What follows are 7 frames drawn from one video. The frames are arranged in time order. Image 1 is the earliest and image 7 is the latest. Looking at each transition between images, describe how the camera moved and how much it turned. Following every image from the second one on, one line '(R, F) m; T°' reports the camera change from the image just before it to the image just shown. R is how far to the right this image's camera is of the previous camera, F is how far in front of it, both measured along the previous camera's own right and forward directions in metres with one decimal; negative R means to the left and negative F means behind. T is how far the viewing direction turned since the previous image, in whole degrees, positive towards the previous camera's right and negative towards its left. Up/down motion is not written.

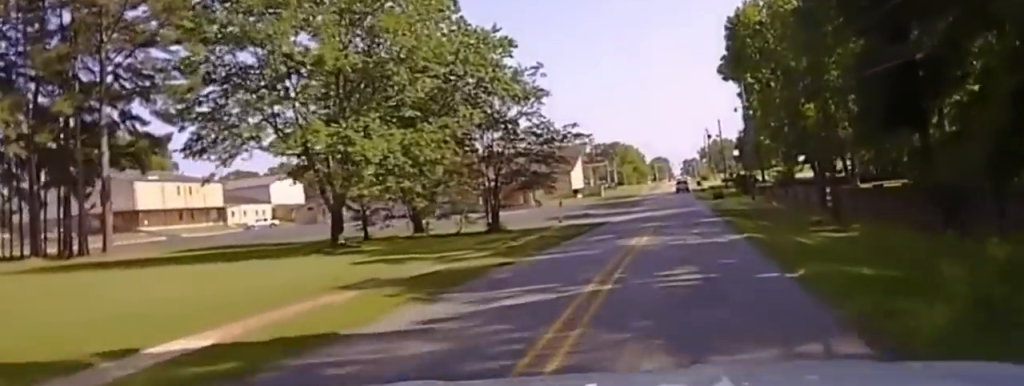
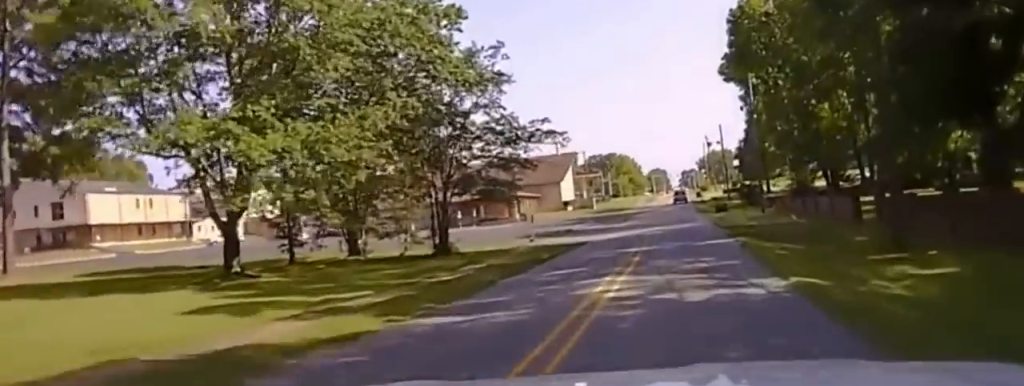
(0.0, +11.0) m; 0°
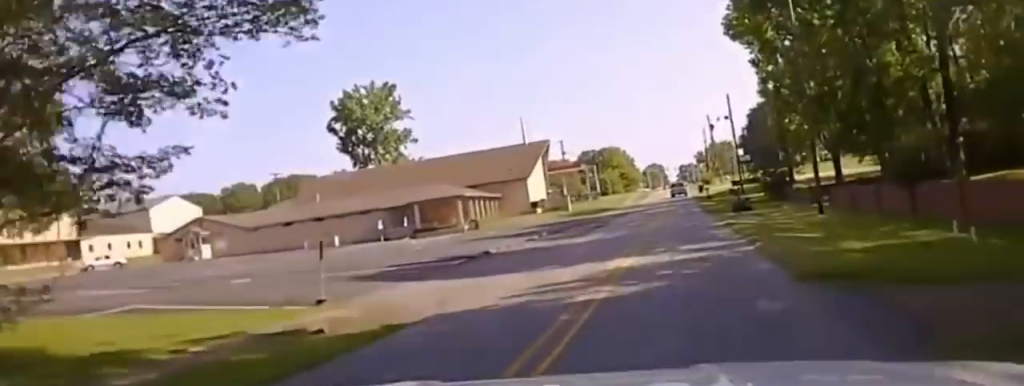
(0.0, +29.3) m; 0°
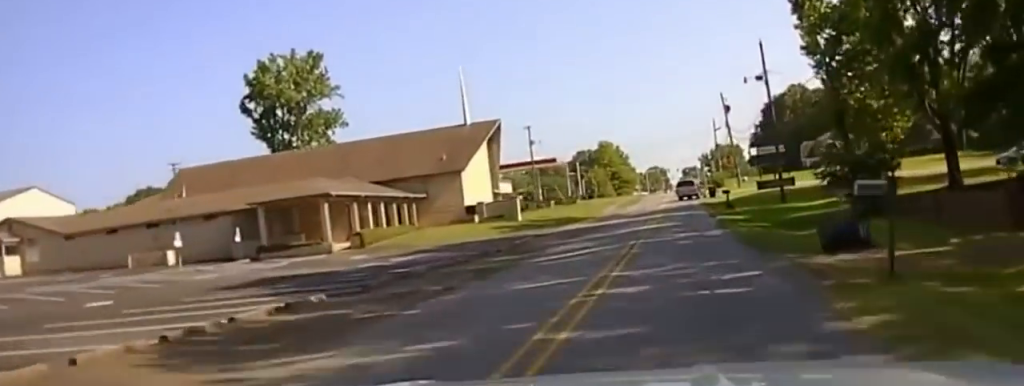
(0.0, +35.1) m; 0°
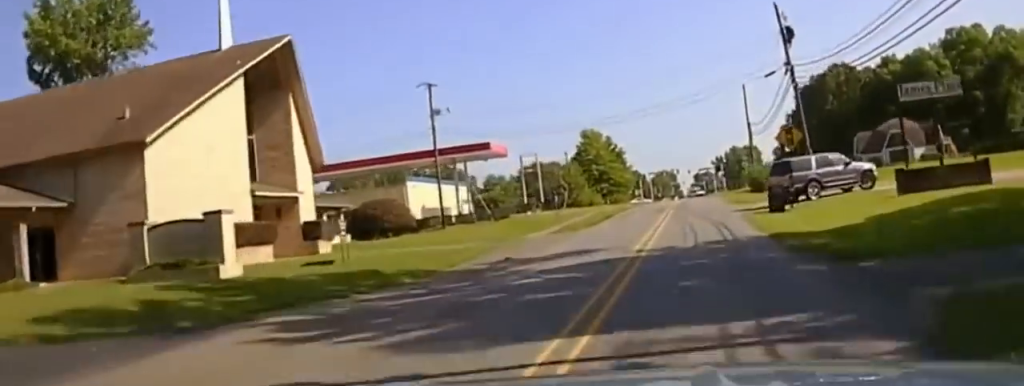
(0.0, +45.3) m; 0°
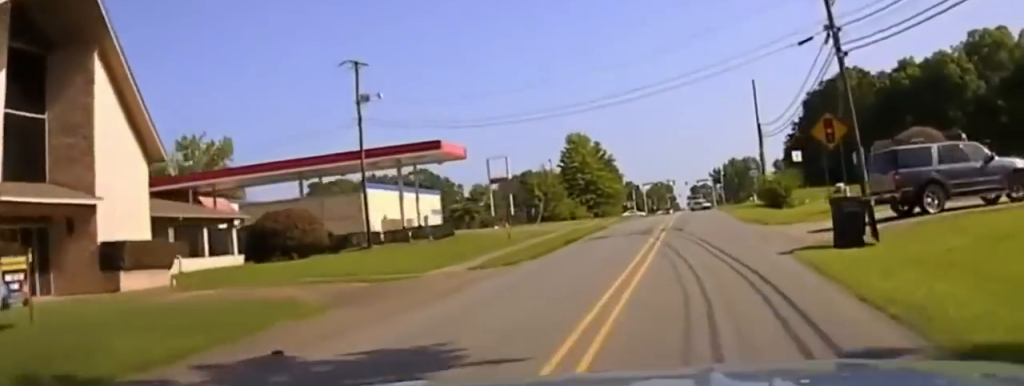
(0.0, +13.3) m; 0°
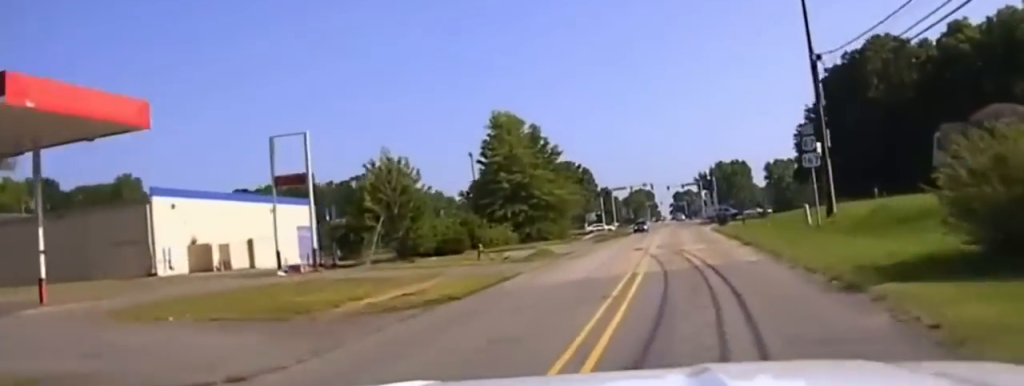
(0.0, +35.3) m; 0°
